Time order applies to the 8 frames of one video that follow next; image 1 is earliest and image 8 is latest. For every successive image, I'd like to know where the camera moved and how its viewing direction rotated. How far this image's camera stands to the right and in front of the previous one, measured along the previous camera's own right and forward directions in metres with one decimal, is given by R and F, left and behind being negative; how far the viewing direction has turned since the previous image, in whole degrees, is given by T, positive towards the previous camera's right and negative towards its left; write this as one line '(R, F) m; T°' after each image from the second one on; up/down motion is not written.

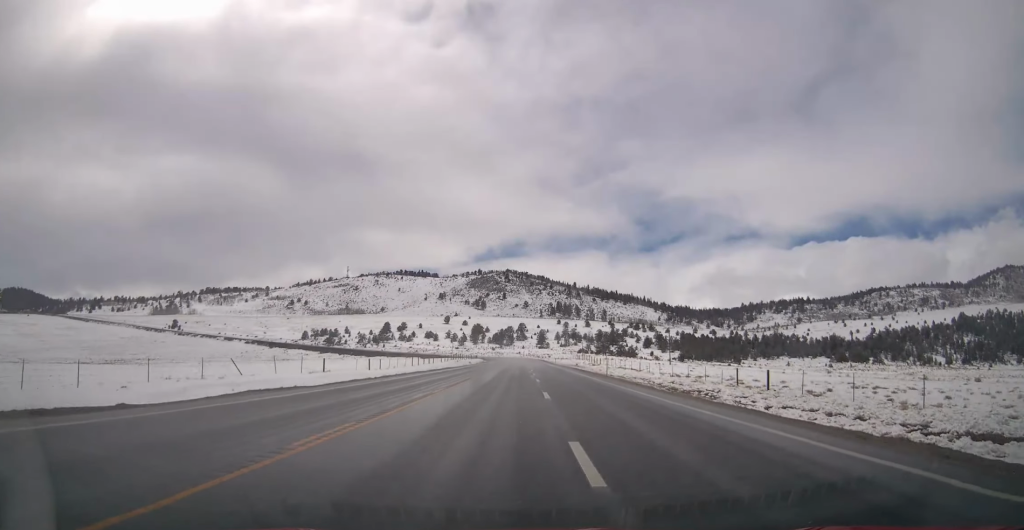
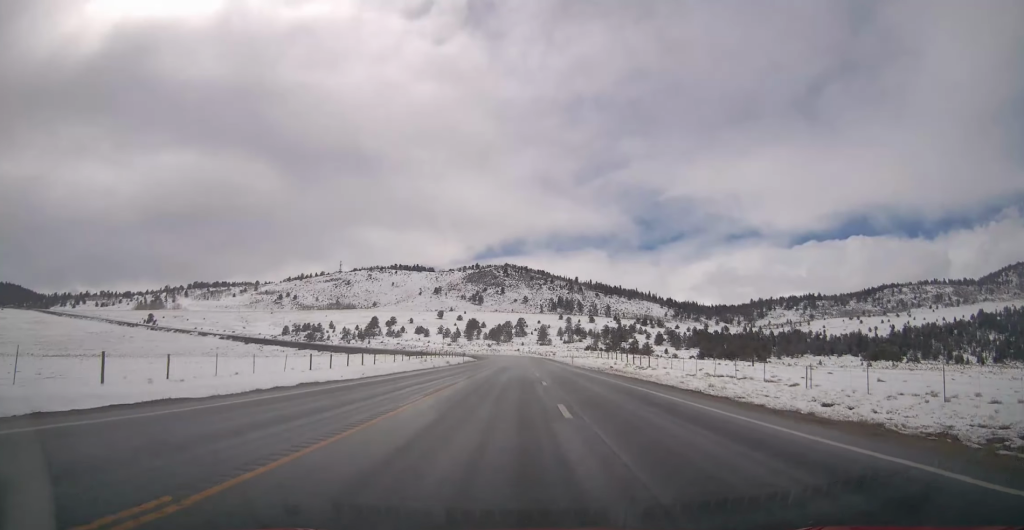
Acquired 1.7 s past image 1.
(+0.2, +41.6) m; 0°
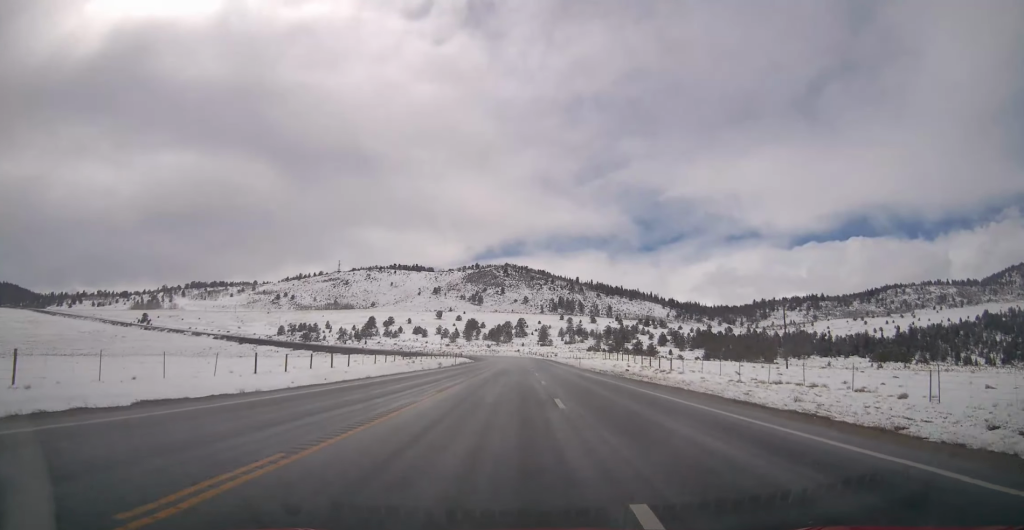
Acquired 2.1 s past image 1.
(-0.1, +9.8) m; 0°
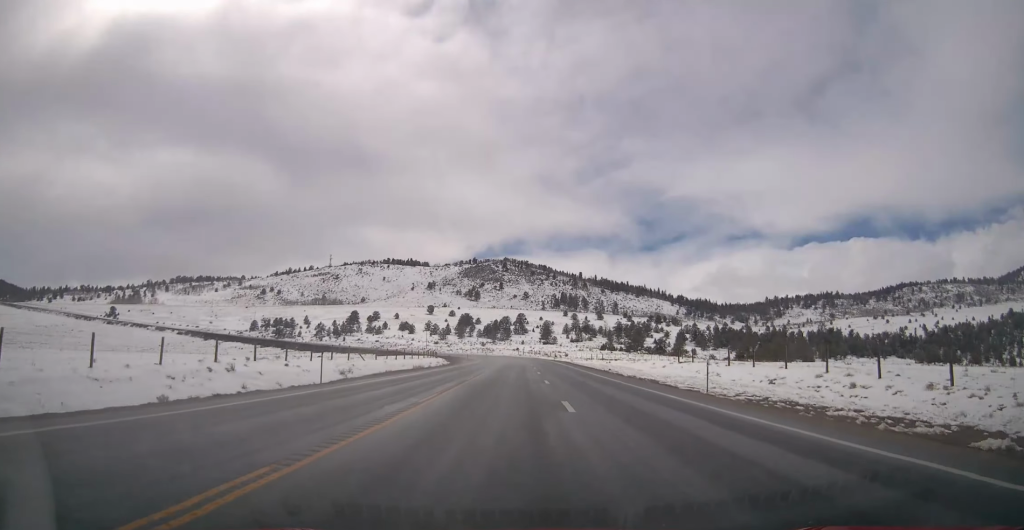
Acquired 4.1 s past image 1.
(-0.3, +49.3) m; 0°
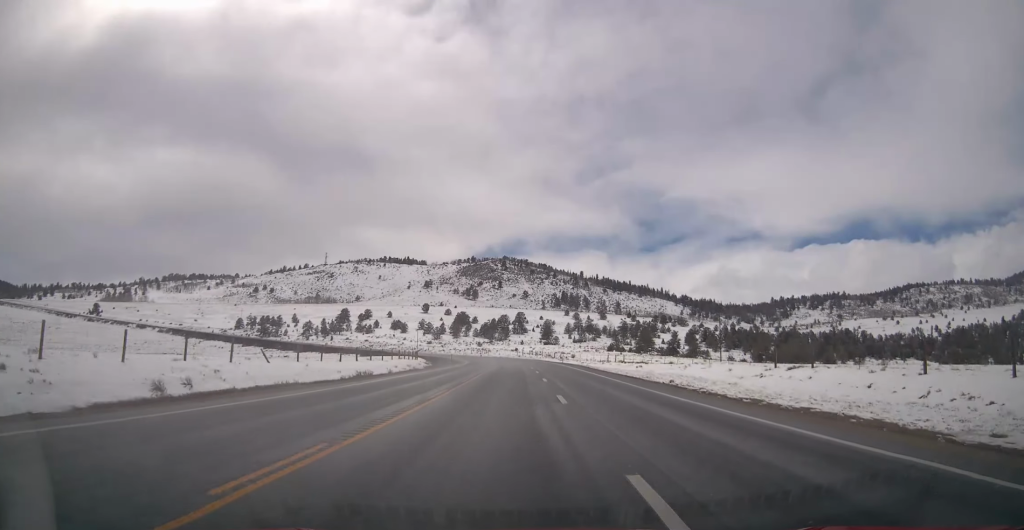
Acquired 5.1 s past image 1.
(0.0, +22.8) m; 0°
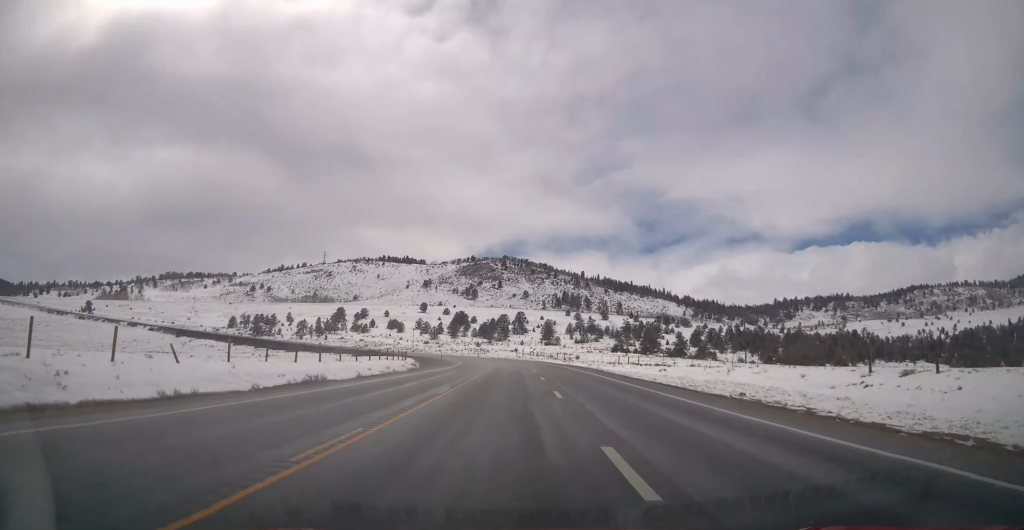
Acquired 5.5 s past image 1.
(0.0, +10.5) m; 0°
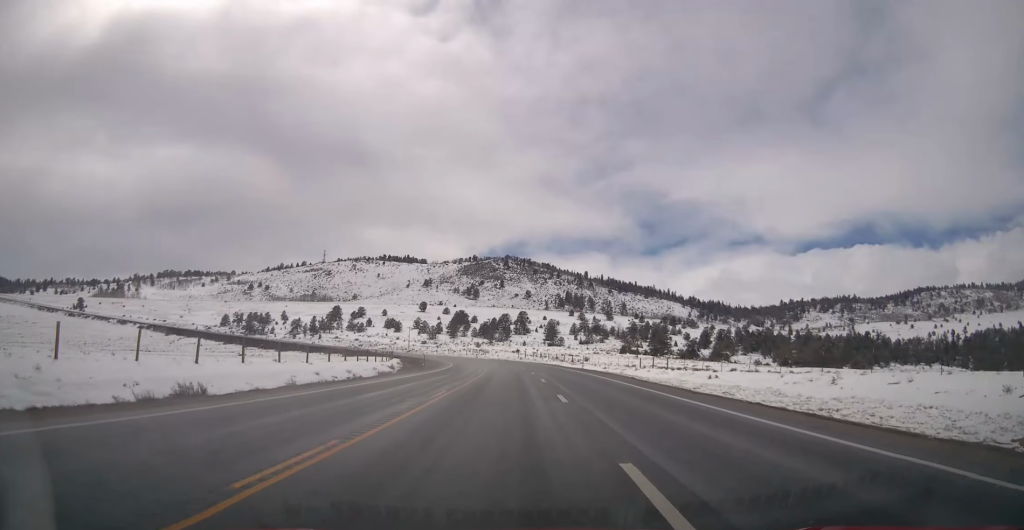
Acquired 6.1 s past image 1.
(0.0, +13.4) m; 0°
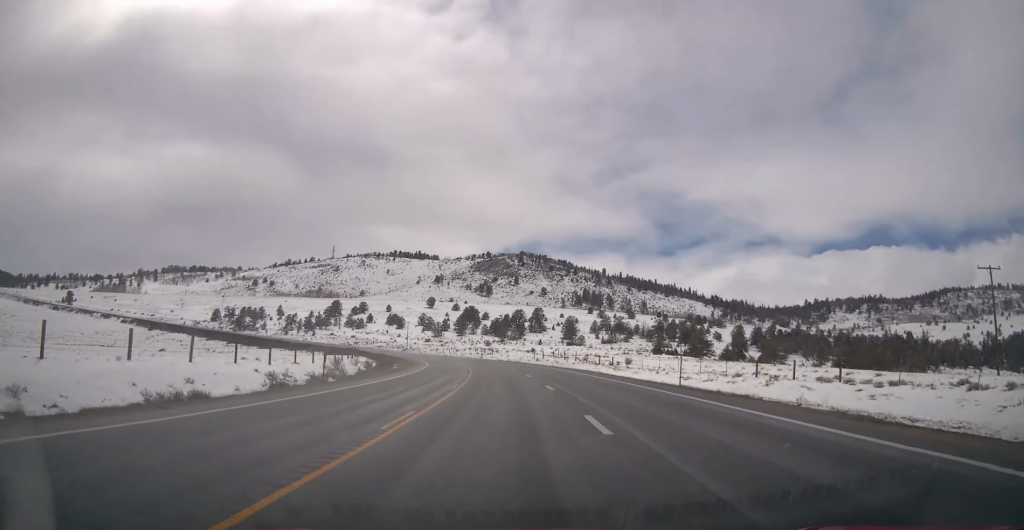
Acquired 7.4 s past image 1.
(0.0, +30.6) m; -1°
